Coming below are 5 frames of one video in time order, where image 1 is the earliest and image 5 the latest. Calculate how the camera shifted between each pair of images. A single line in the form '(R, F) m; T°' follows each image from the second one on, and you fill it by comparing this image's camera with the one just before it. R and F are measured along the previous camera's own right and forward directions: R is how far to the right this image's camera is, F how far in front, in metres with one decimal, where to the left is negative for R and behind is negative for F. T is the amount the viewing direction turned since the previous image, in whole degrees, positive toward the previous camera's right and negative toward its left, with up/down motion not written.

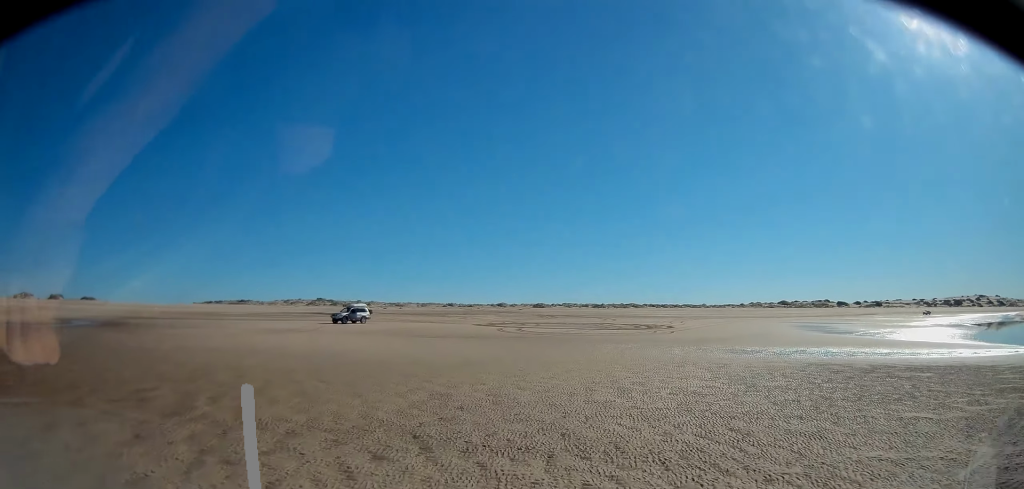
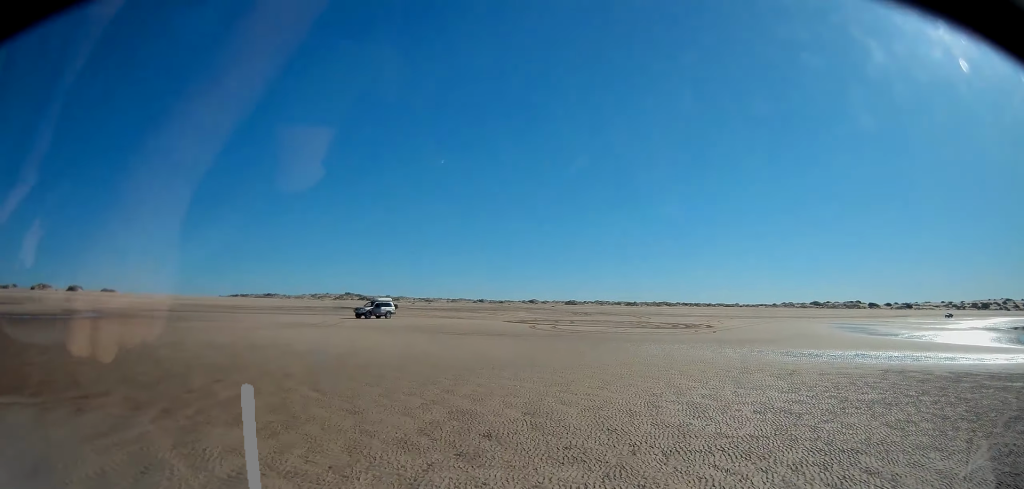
(0.0, +3.4) m; +1°
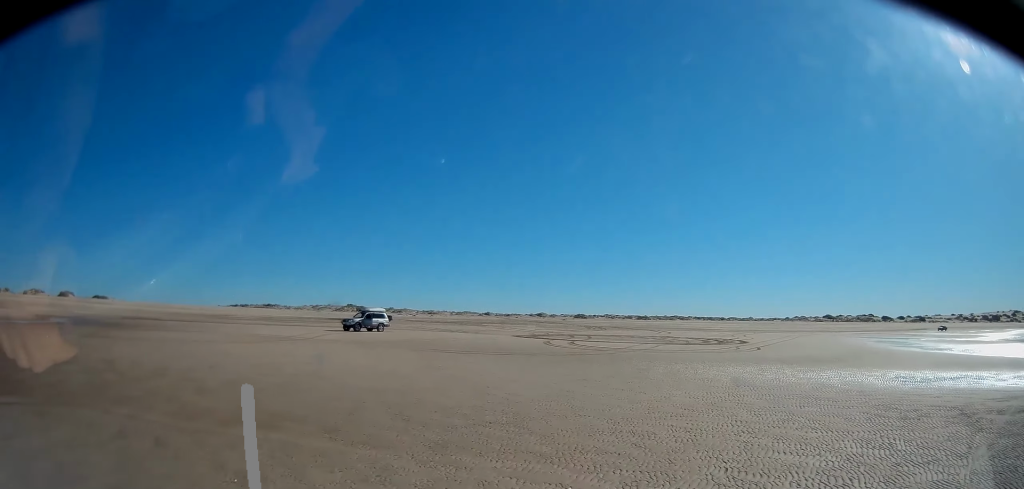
(+0.3, +8.4) m; +6°
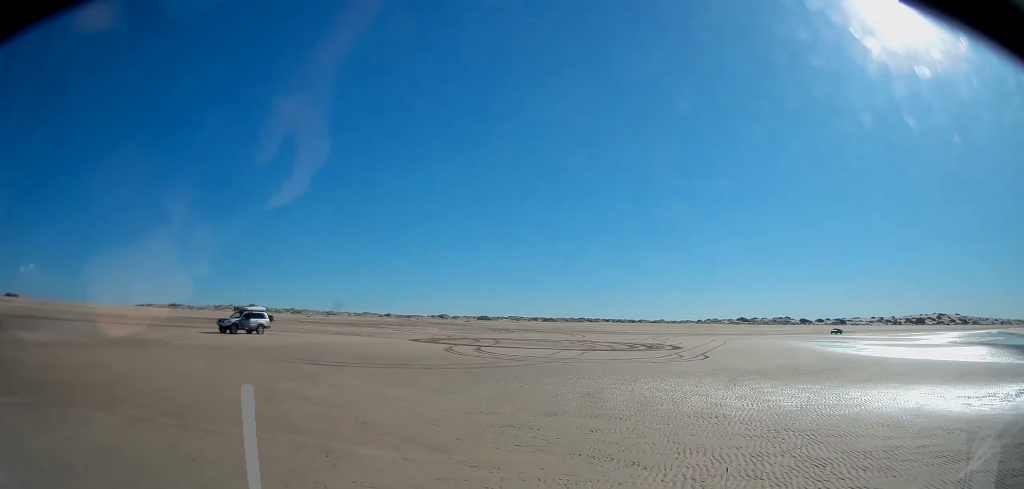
(+0.6, +8.4) m; +6°
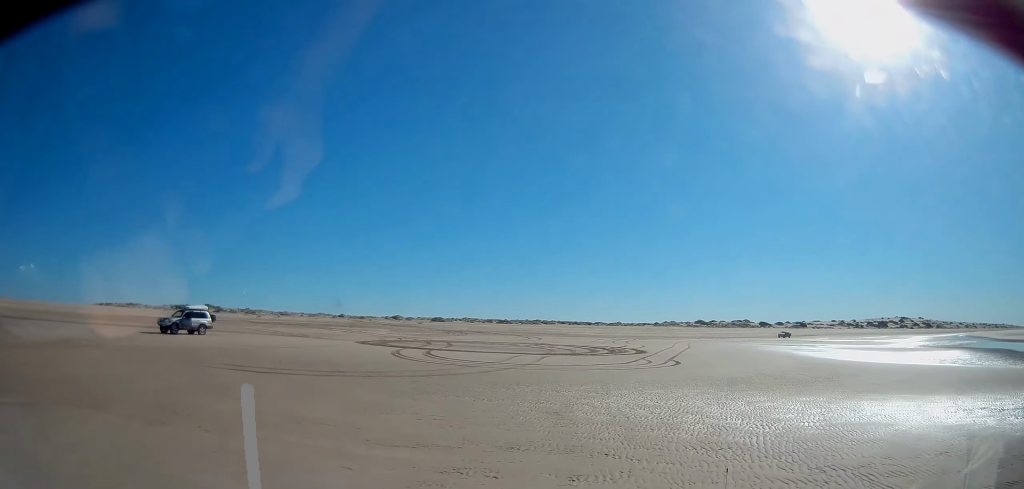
(+0.1, +3.3) m; +2°
